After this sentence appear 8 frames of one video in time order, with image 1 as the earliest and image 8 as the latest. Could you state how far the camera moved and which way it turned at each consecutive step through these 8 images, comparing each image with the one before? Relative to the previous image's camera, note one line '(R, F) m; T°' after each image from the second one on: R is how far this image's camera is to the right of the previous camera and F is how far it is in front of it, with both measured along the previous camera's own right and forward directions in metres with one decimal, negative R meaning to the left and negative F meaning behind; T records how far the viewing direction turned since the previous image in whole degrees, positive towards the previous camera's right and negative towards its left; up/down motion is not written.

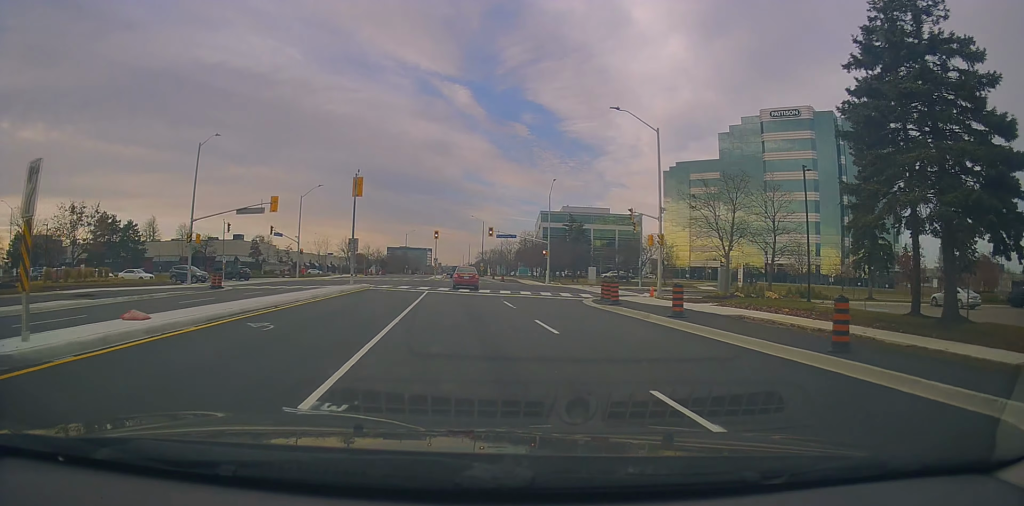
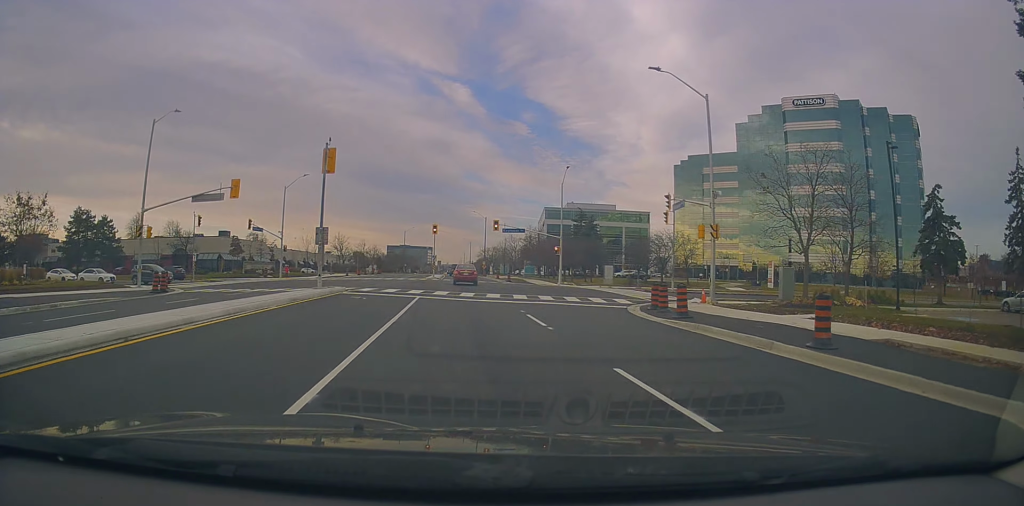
(-0.2, +9.2) m; +1°
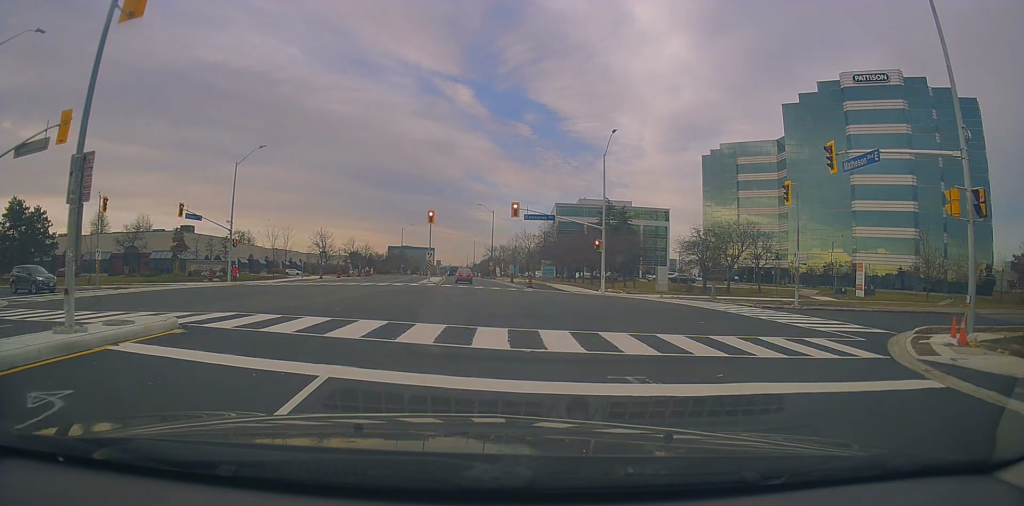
(-0.2, +19.7) m; -4°
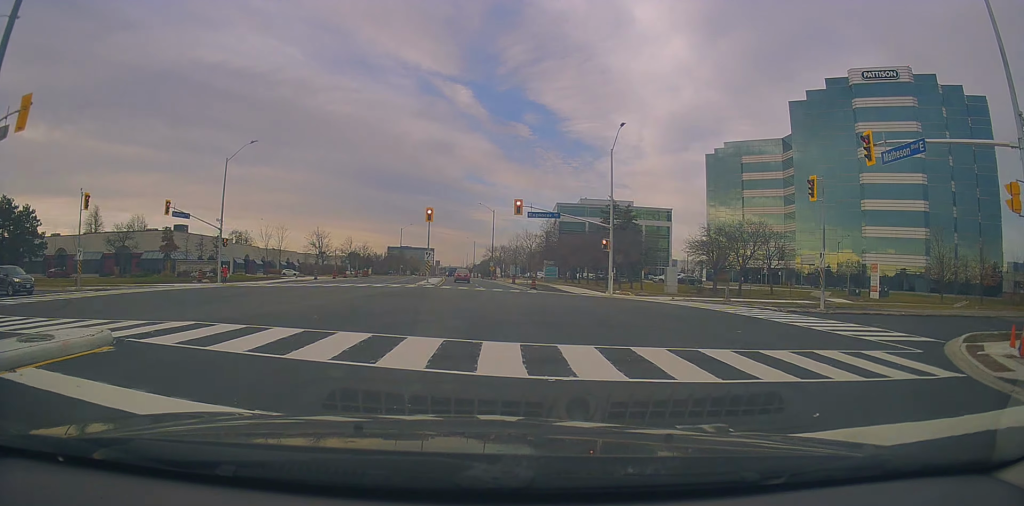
(-0.1, +3.5) m; 0°
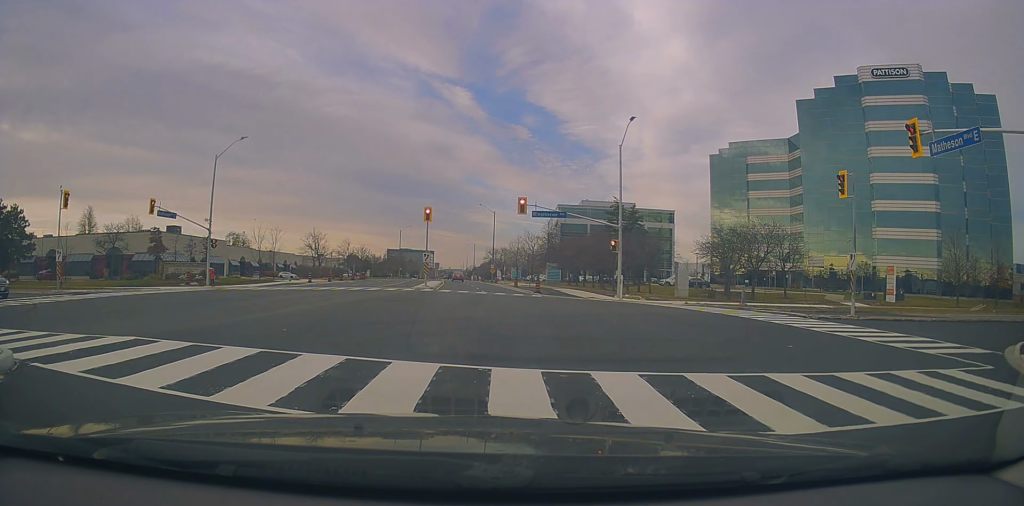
(+0.4, +4.9) m; +4°
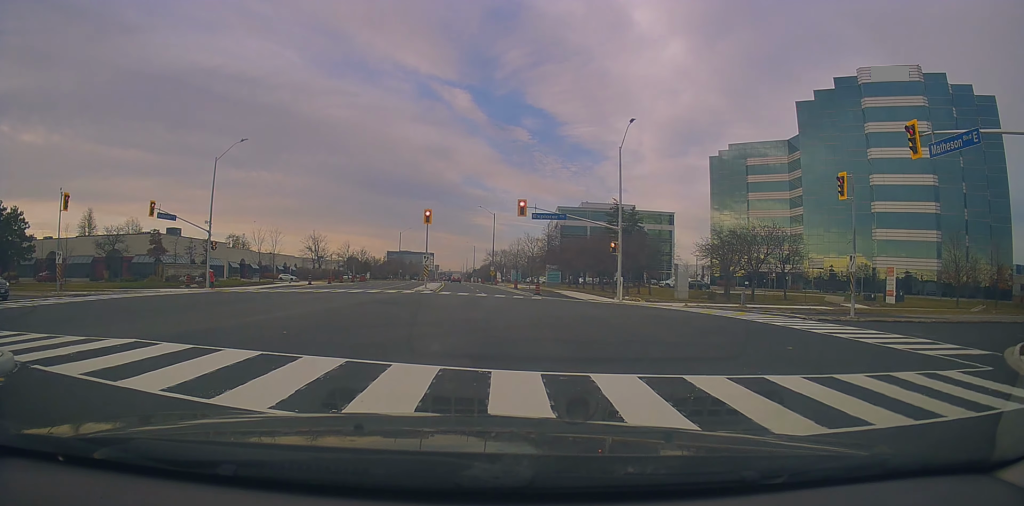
(-0.1, +0.8) m; 0°
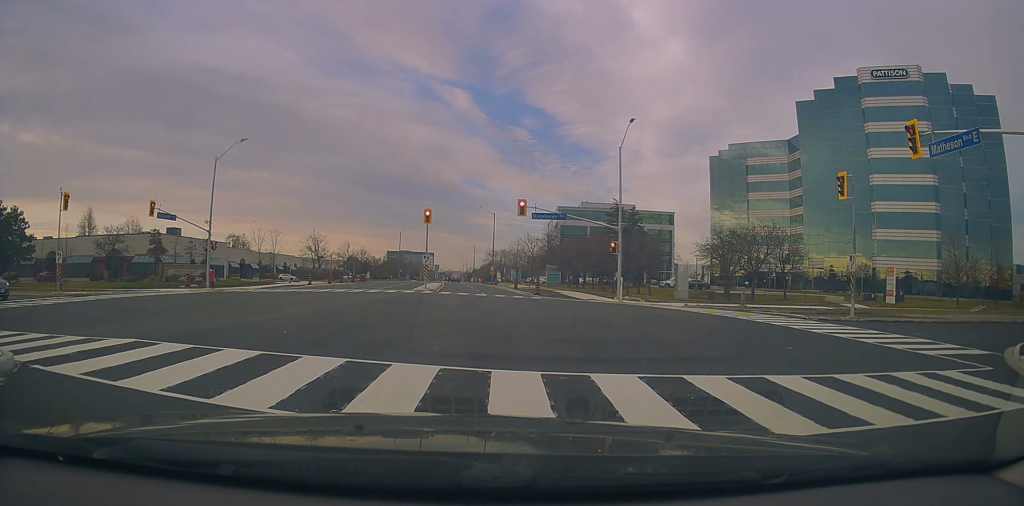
(0.0, 0.0) m; 0°
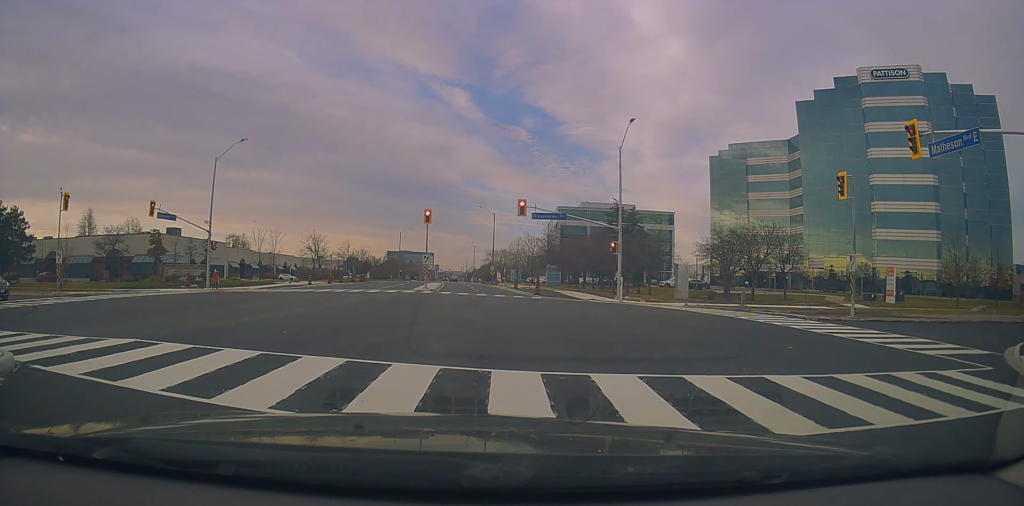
(0.0, 0.0) m; 0°
